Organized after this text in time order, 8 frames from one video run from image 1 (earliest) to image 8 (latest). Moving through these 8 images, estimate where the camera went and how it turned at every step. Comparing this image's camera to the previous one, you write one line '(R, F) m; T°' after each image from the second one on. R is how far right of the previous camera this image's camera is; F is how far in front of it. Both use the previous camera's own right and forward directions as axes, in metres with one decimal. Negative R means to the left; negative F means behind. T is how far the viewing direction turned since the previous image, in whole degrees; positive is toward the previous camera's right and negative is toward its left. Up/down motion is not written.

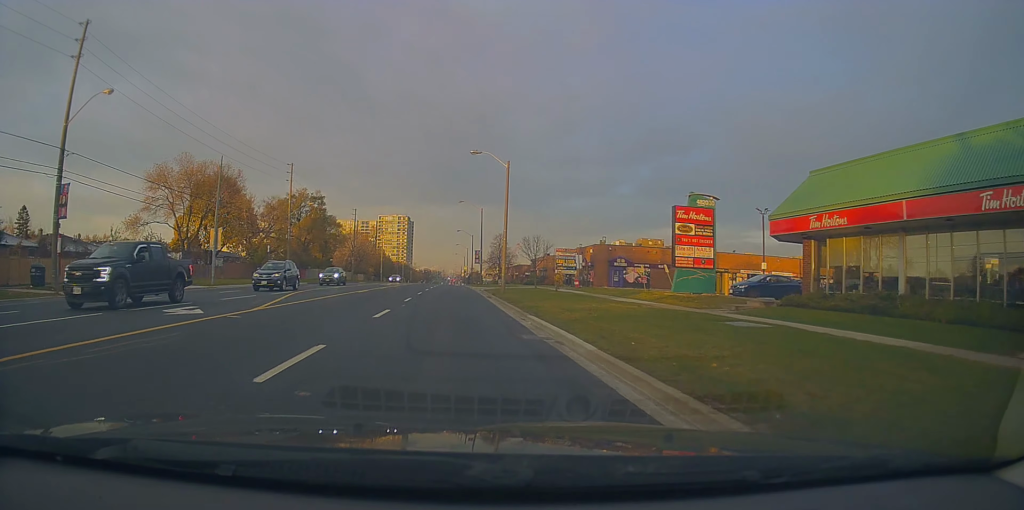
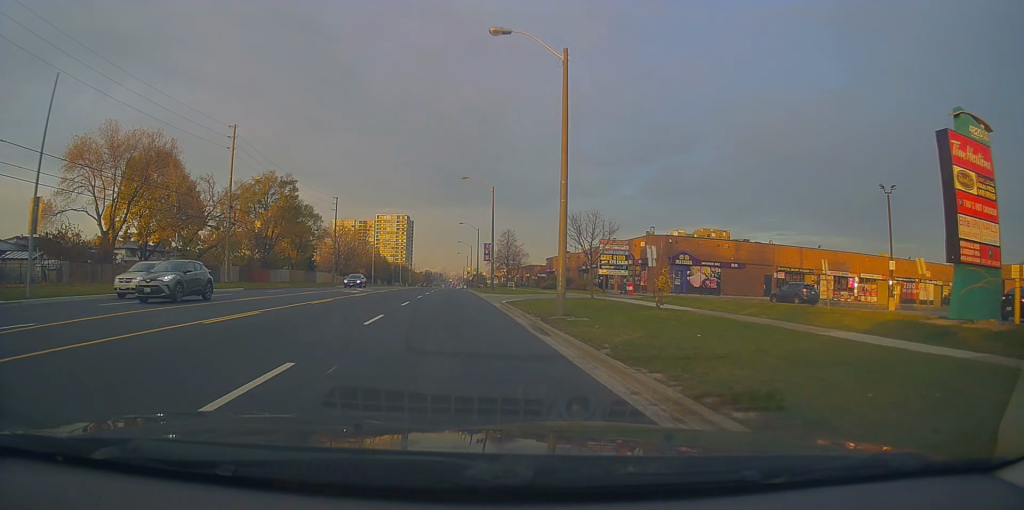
(+0.2, +18.6) m; +4°
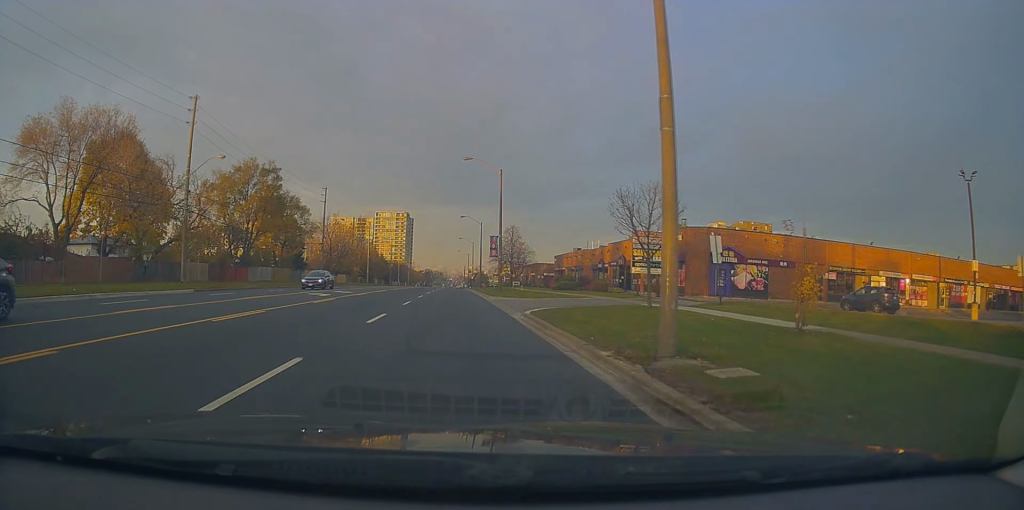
(+0.1, +8.8) m; +1°
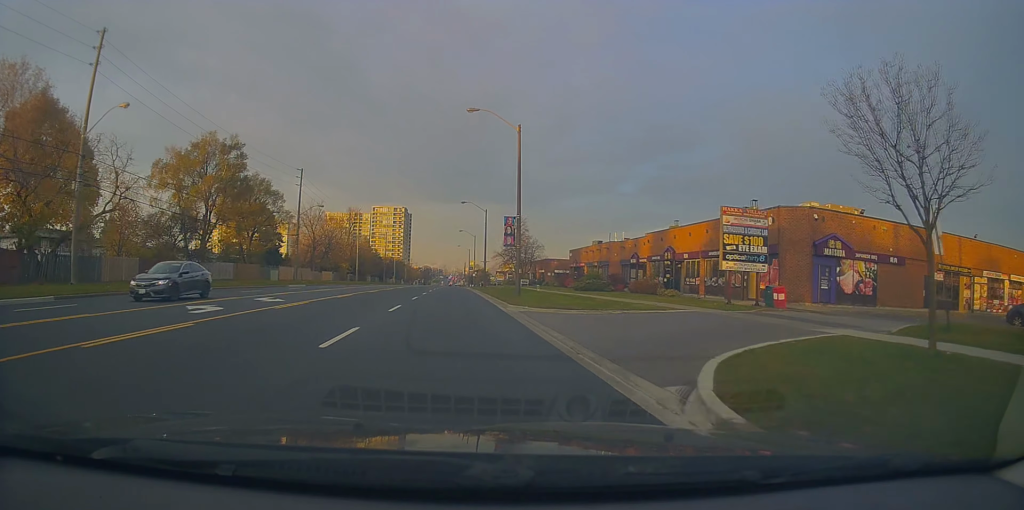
(+0.1, +13.0) m; 0°
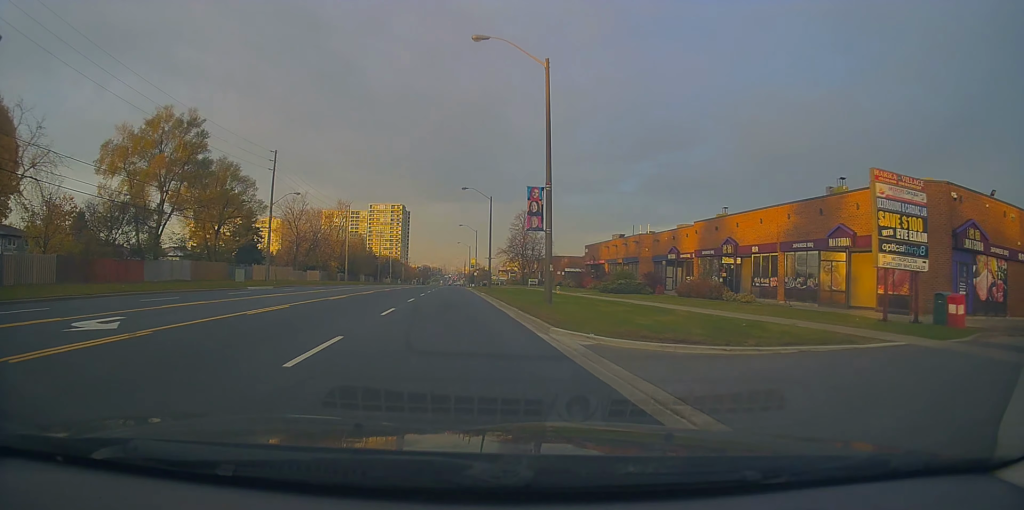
(0.0, +10.9) m; -1°
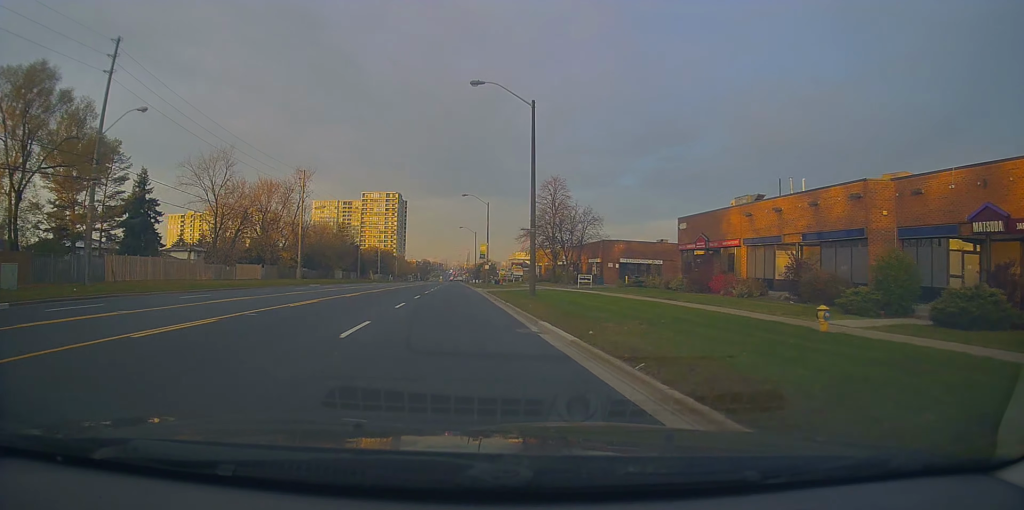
(-1.0, +32.8) m; -2°
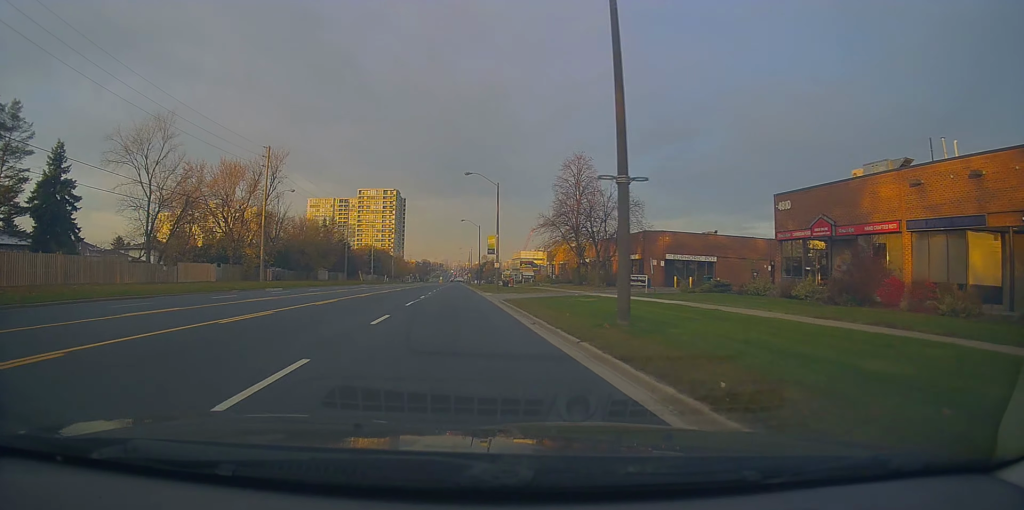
(-0.2, +14.9) m; +2°
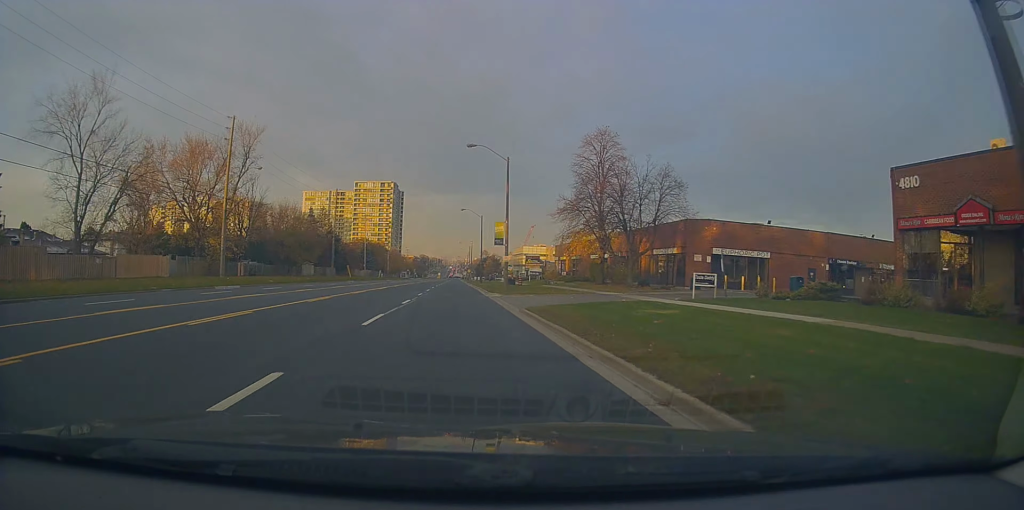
(+0.5, +10.1) m; 0°
